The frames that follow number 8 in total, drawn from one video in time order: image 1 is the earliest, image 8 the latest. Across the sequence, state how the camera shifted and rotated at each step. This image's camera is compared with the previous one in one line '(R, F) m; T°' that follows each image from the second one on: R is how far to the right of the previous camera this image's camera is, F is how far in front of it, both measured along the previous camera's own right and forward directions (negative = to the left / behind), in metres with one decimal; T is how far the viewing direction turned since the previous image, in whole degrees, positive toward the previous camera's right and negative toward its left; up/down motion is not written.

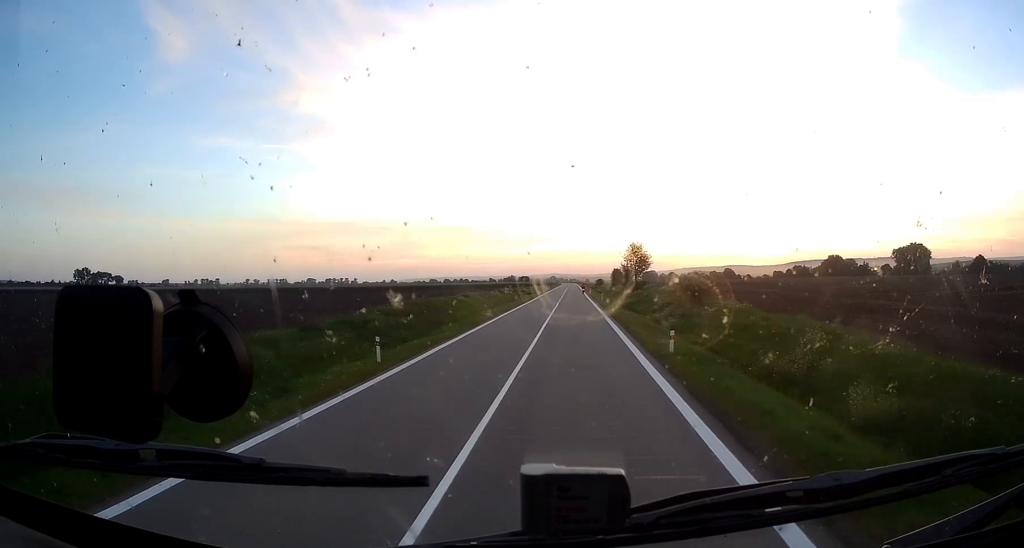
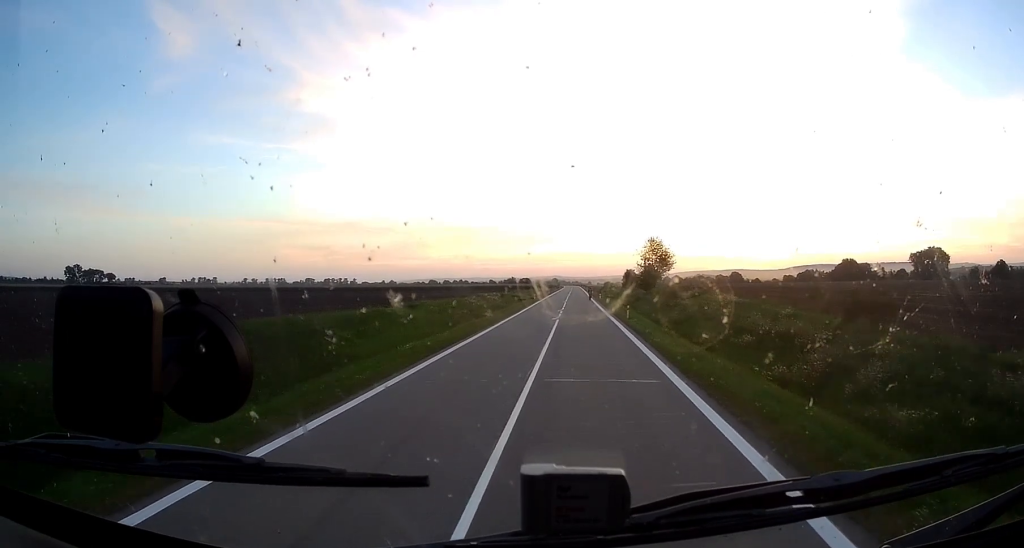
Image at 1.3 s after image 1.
(0.0, +26.5) m; -1°
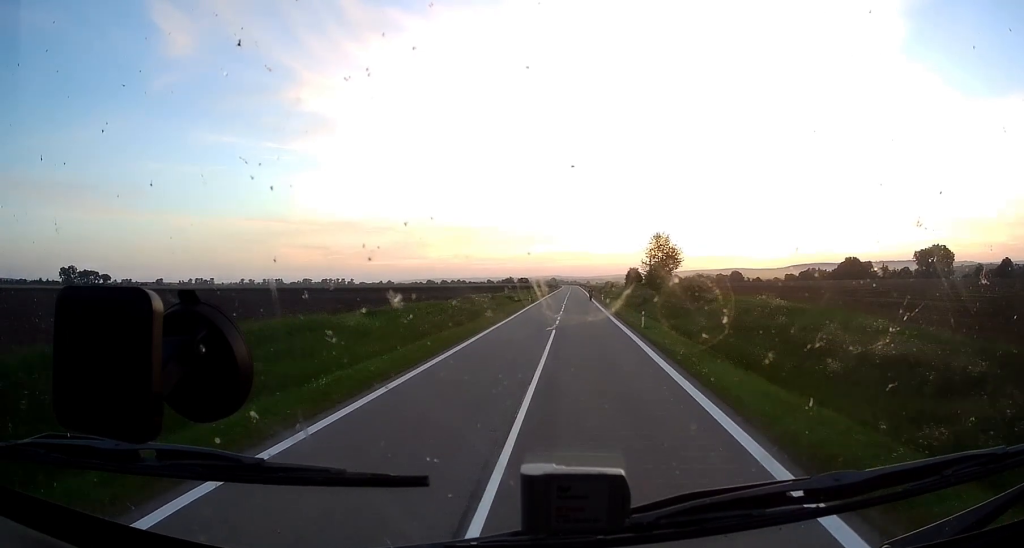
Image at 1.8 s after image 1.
(0.0, +8.9) m; 0°
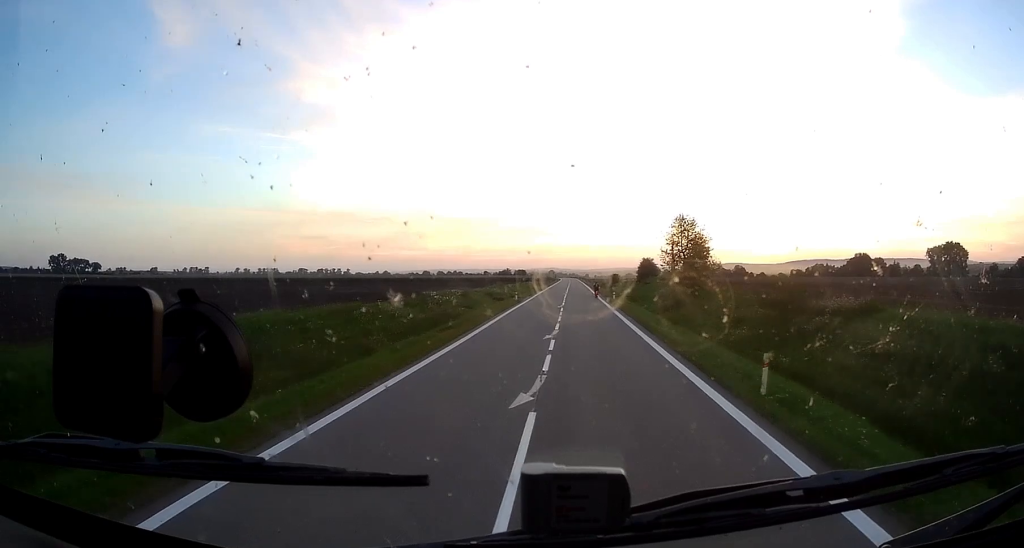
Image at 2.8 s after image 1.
(-0.3, +21.9) m; 0°
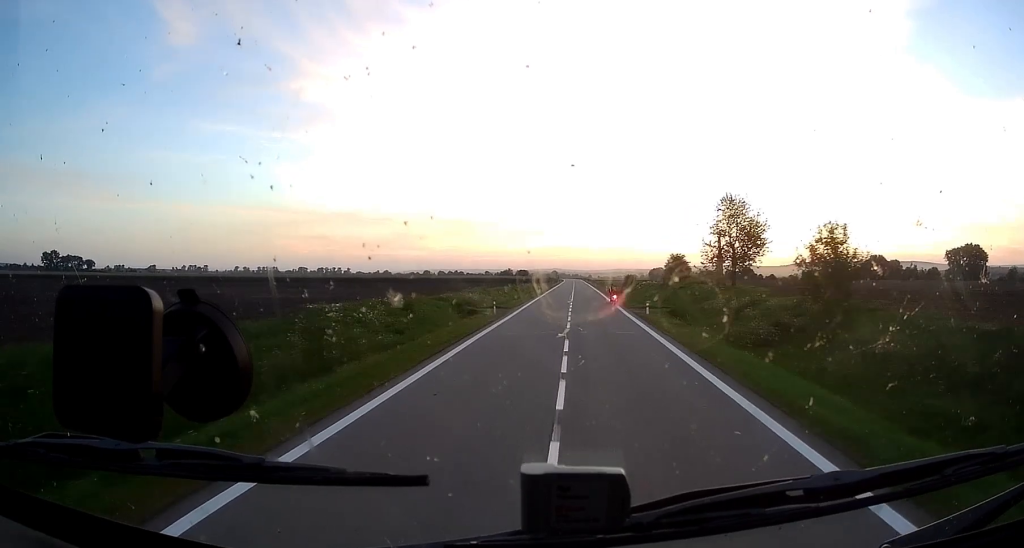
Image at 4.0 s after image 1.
(+0.2, +22.6) m; 0°
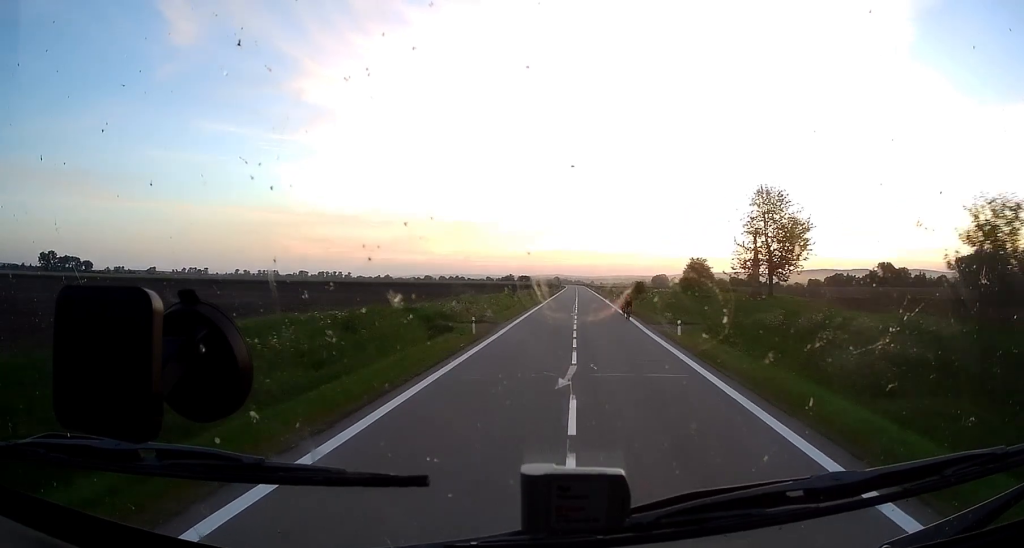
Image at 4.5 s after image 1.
(-0.4, +10.4) m; +1°
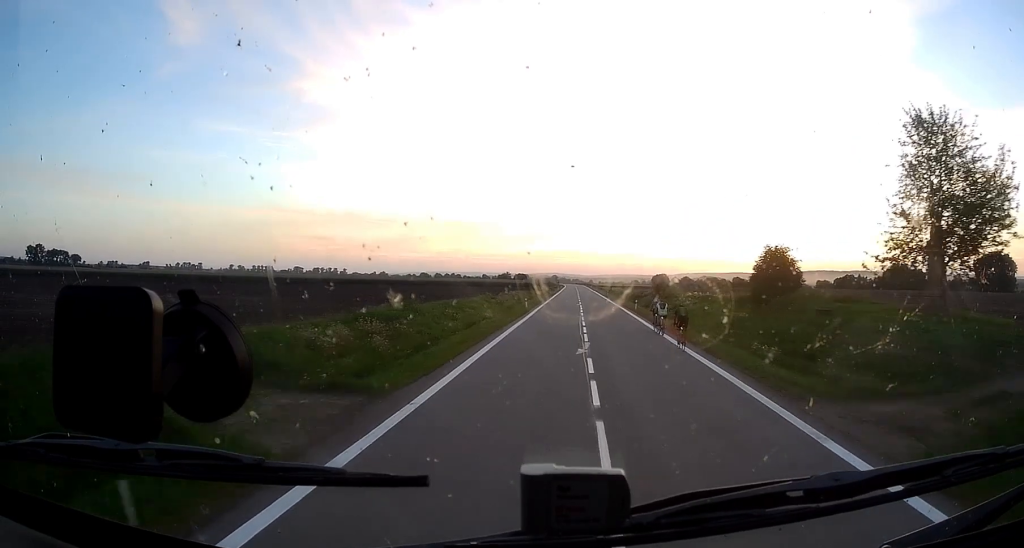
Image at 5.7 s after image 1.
(+1.0, +24.9) m; 0°
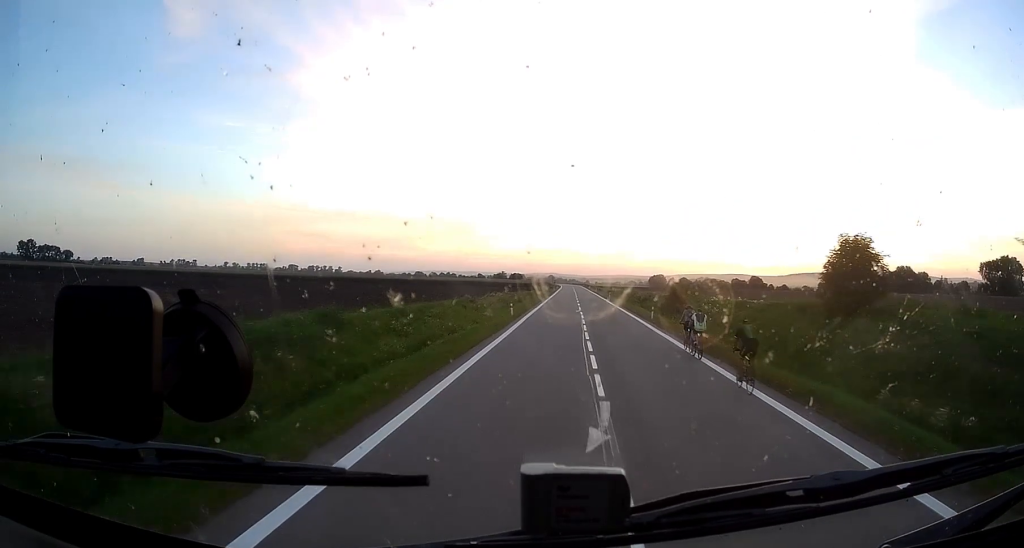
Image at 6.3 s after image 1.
(-0.7, +12.1) m; -1°
